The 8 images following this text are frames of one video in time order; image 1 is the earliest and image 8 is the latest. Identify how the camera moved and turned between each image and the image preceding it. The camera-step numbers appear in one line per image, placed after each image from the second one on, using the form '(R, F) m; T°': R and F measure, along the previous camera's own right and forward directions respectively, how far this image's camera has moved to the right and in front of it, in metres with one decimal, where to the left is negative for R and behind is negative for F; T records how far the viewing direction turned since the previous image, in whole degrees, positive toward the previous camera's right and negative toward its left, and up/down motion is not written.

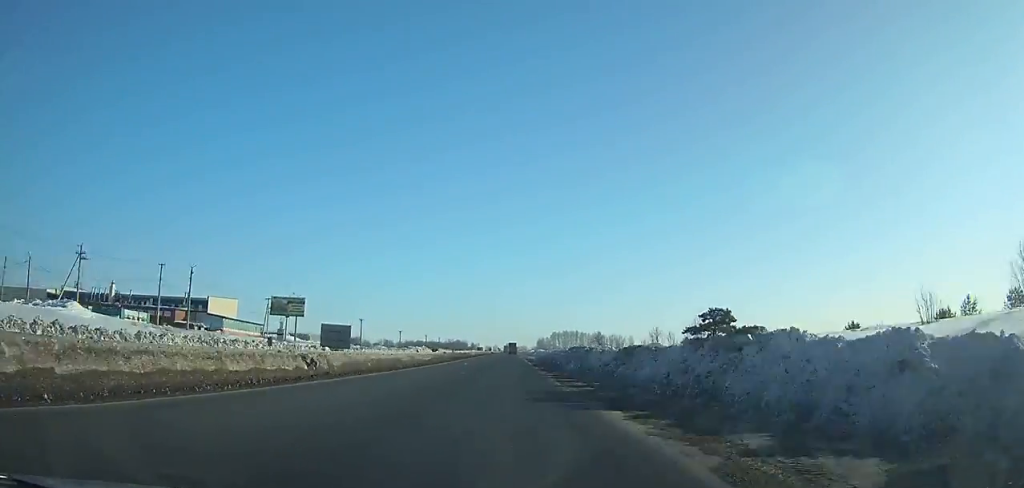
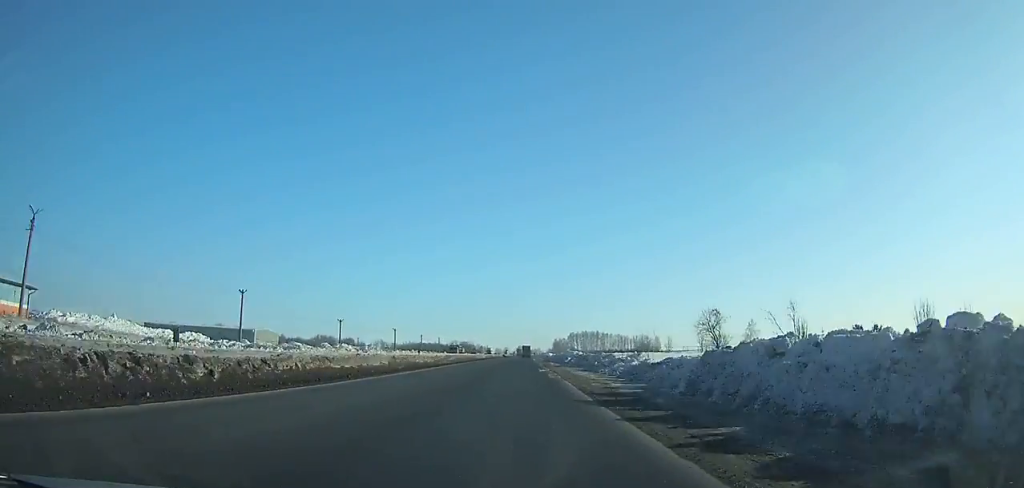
(-0.8, +81.0) m; -1°
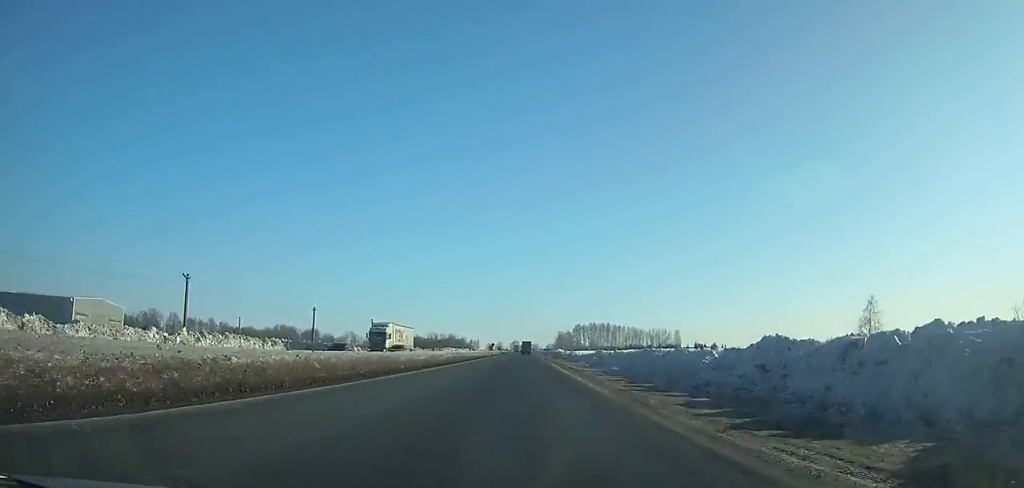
(+0.4, +102.4) m; +1°
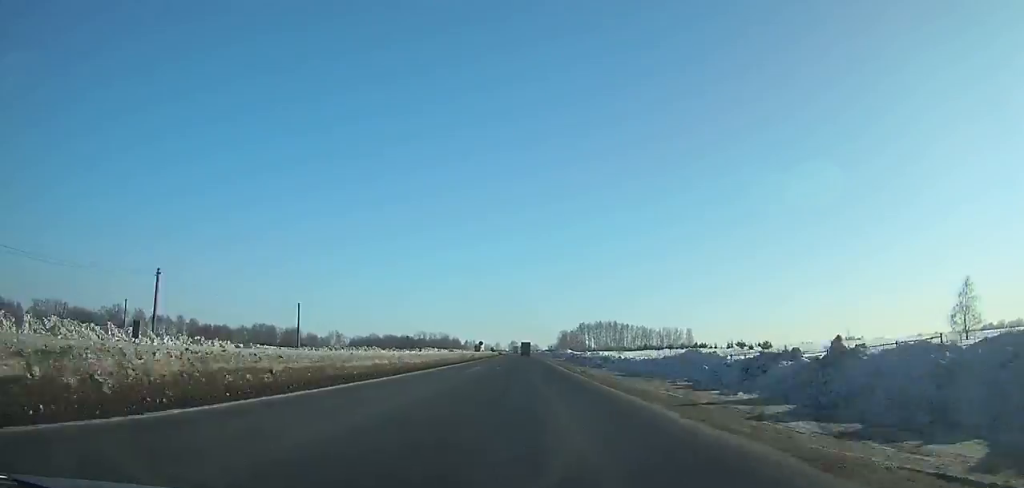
(+0.1, +45.9) m; 0°
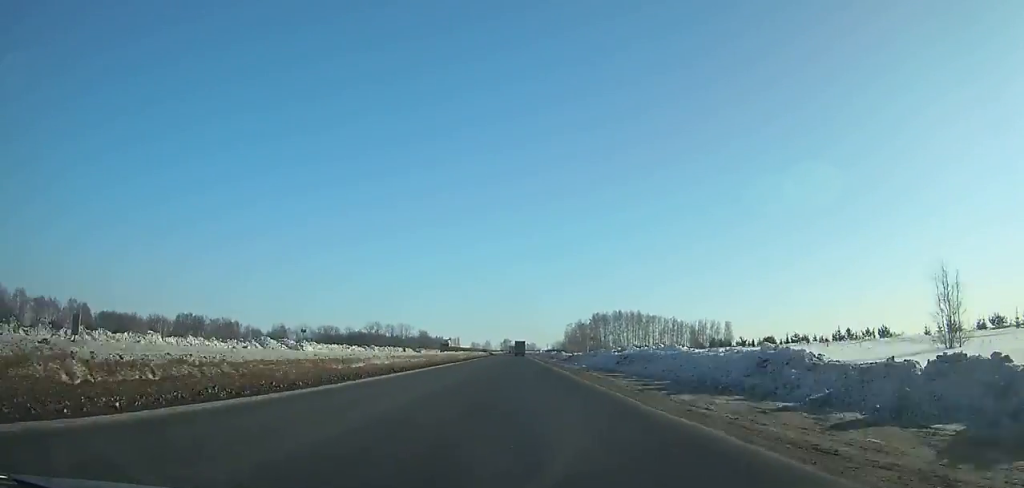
(+0.7, +112.9) m; 0°
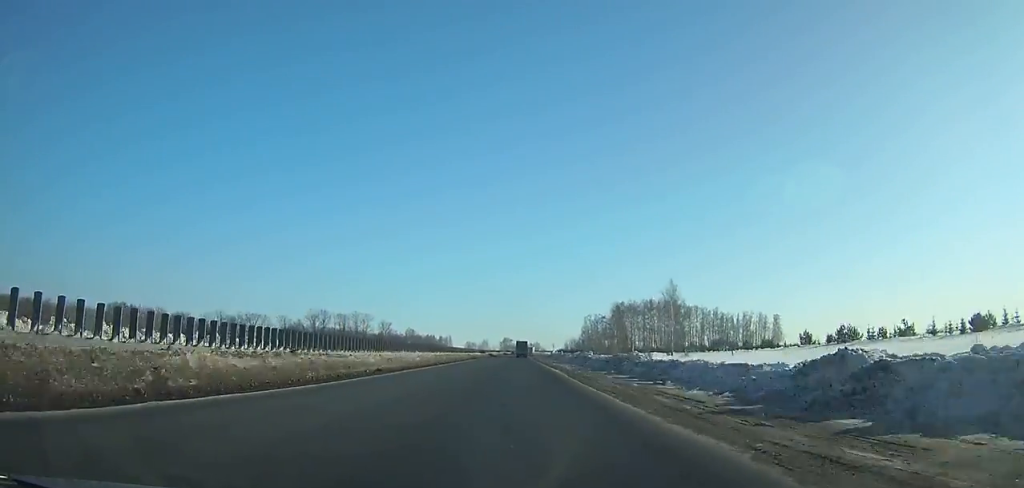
(-0.3, +79.1) m; -1°
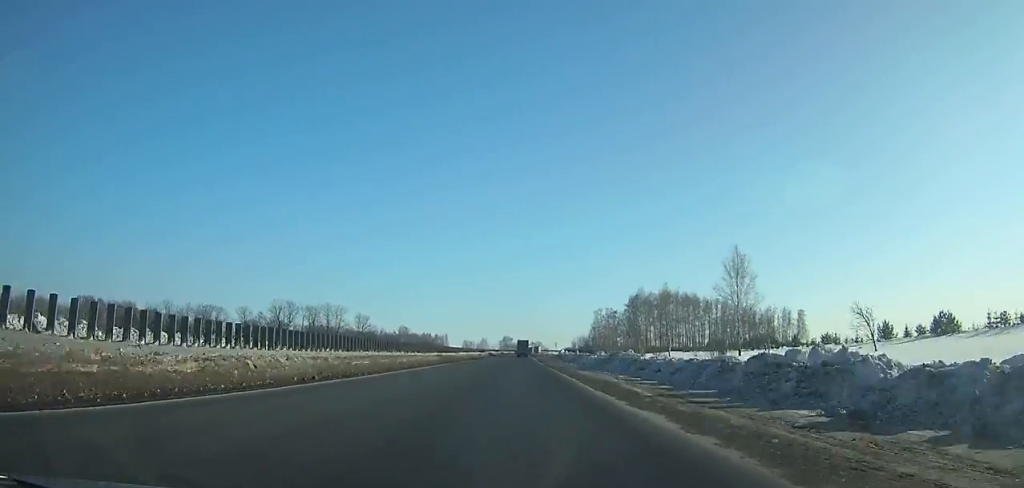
(-0.1, +30.1) m; 0°
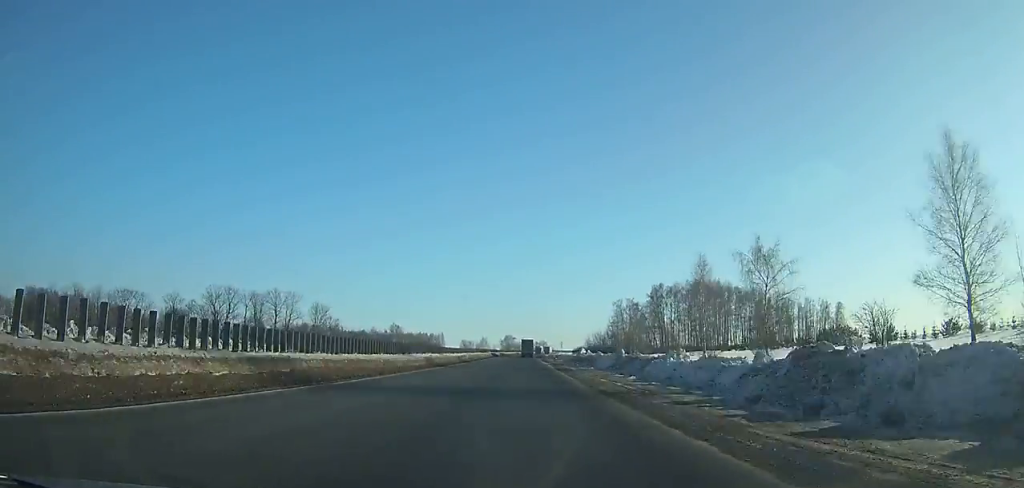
(-0.1, +37.0) m; 0°
